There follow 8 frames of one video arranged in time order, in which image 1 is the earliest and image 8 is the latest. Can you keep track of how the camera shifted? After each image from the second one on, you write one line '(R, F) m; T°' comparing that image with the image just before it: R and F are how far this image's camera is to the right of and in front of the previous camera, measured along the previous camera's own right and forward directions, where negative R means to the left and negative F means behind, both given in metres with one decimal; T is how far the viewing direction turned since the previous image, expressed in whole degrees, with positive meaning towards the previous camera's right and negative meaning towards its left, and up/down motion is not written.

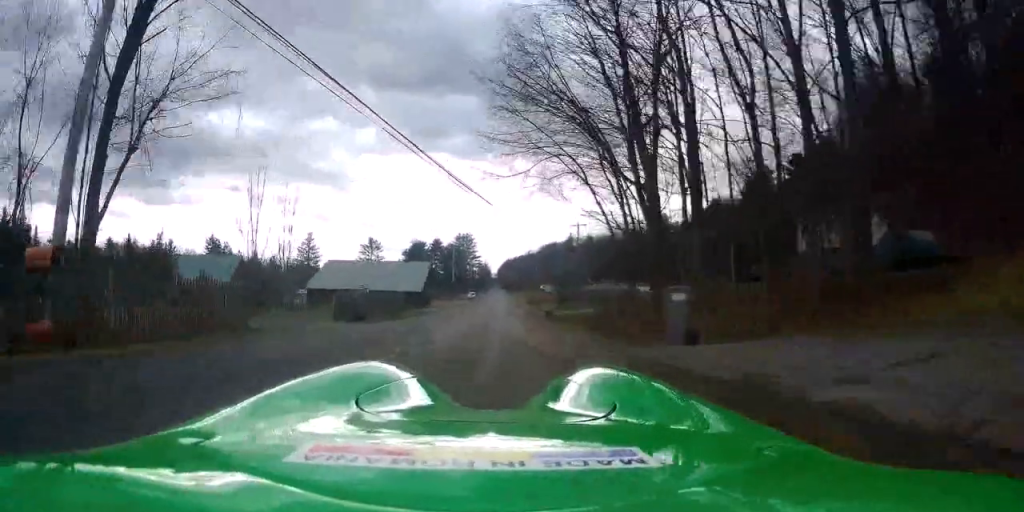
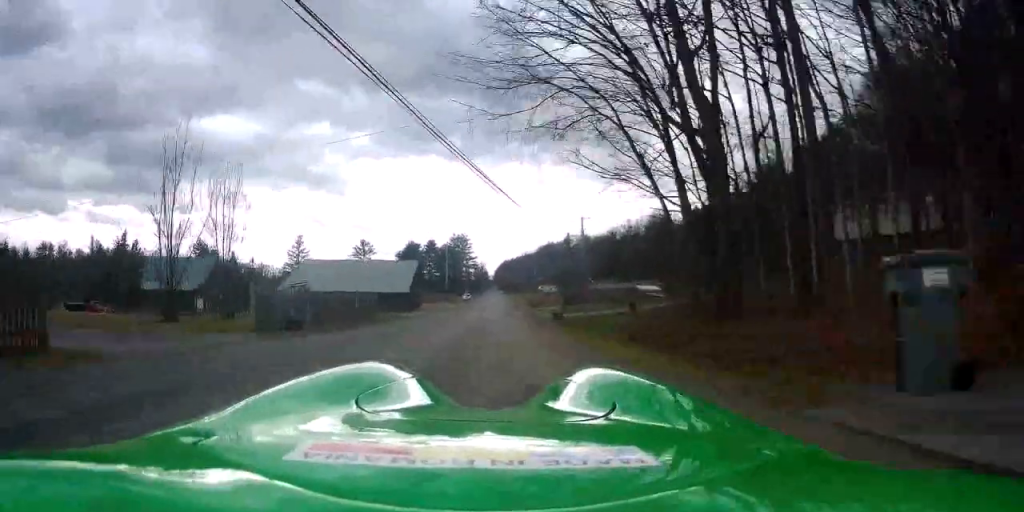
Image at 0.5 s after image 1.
(-0.2, +7.6) m; -1°
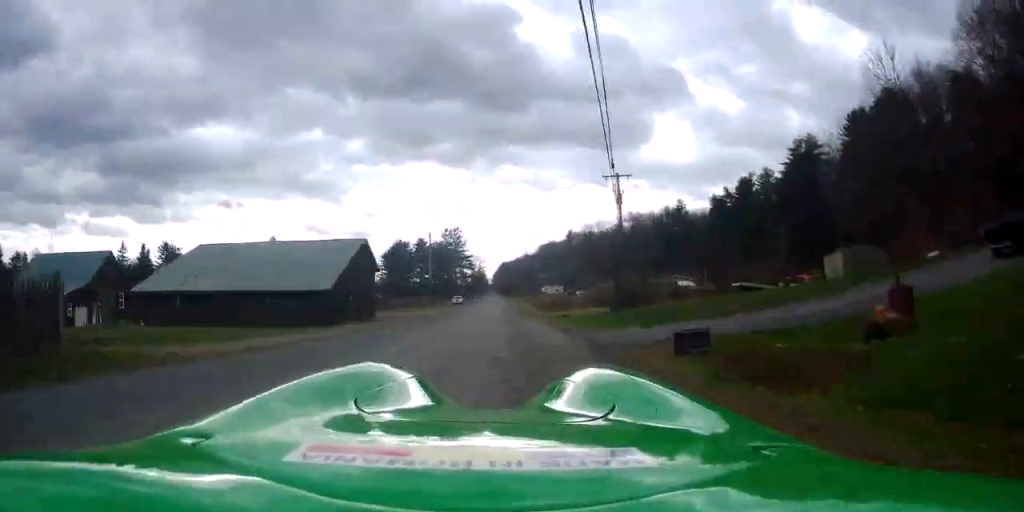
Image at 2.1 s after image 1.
(+0.3, +24.3) m; +1°
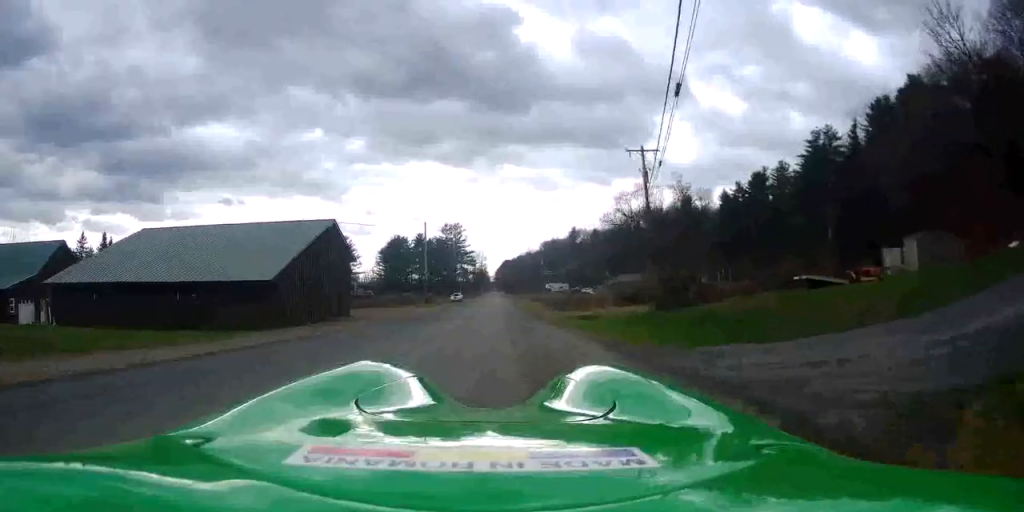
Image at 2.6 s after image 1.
(+0.1, +8.4) m; 0°
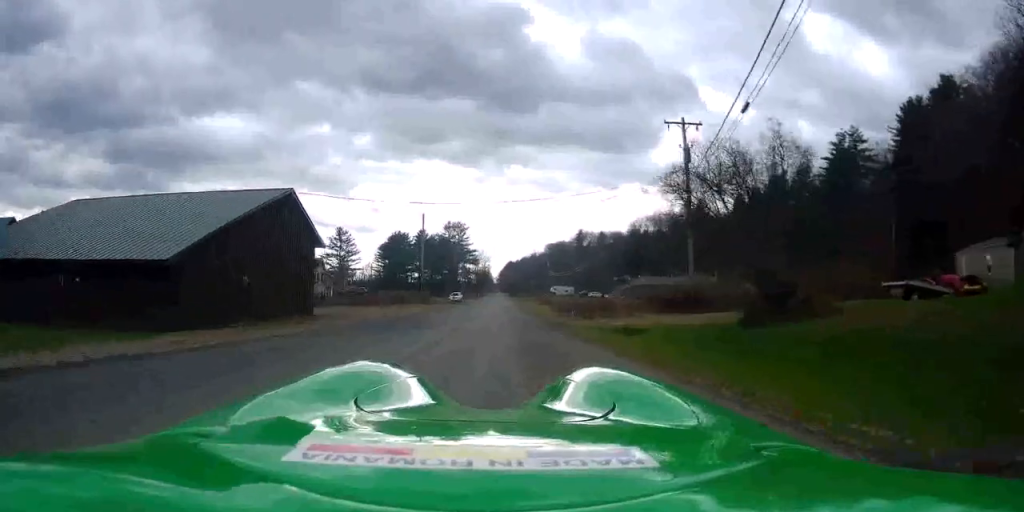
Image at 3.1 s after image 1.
(-0.1, +7.8) m; -1°
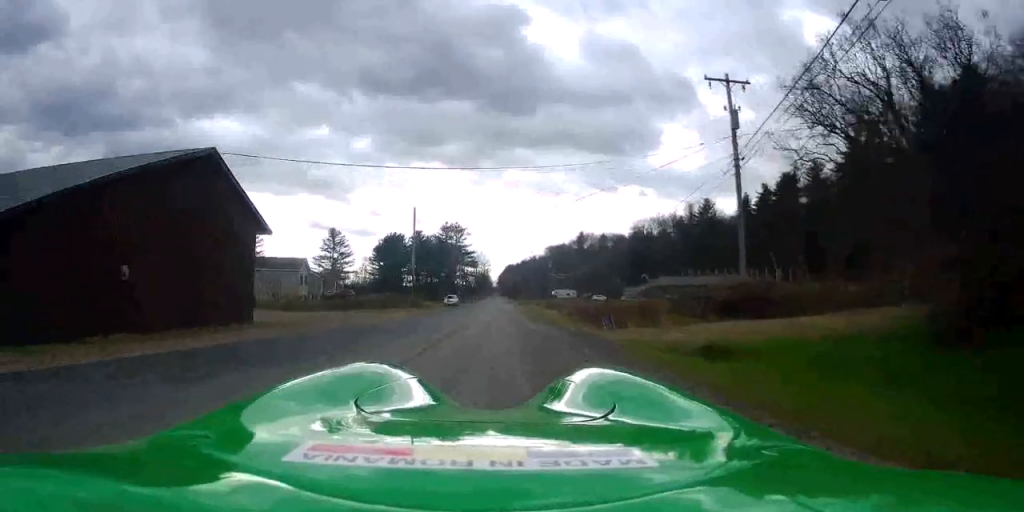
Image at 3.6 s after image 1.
(0.0, +7.2) m; -1°
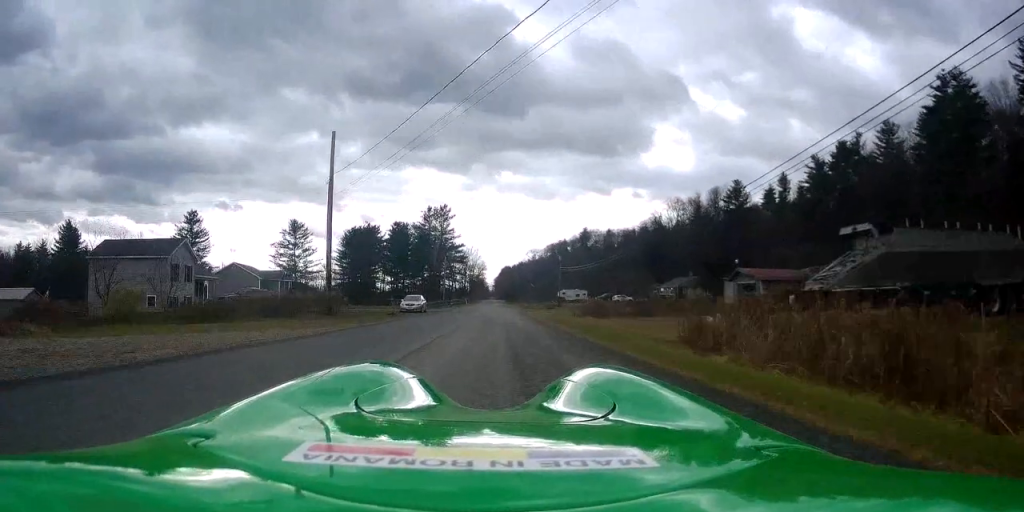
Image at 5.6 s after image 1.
(+0.4, +32.3) m; +1°
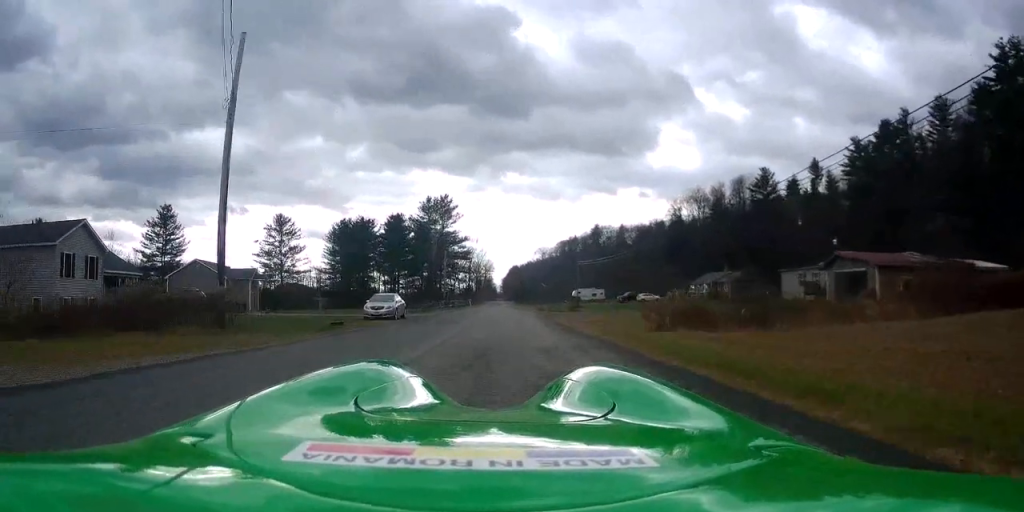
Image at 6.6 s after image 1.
(-0.3, +15.3) m; -2°
